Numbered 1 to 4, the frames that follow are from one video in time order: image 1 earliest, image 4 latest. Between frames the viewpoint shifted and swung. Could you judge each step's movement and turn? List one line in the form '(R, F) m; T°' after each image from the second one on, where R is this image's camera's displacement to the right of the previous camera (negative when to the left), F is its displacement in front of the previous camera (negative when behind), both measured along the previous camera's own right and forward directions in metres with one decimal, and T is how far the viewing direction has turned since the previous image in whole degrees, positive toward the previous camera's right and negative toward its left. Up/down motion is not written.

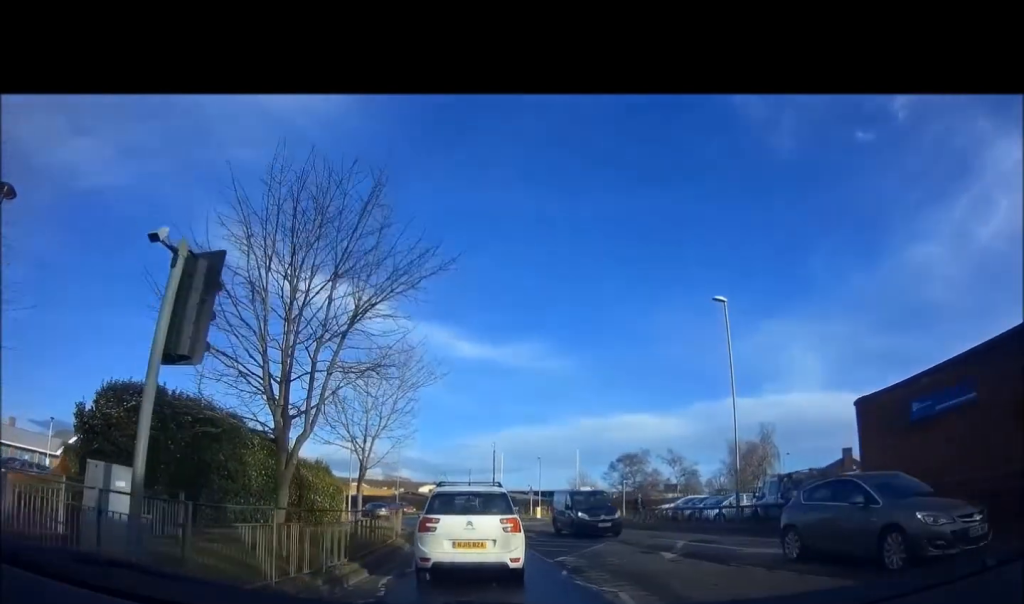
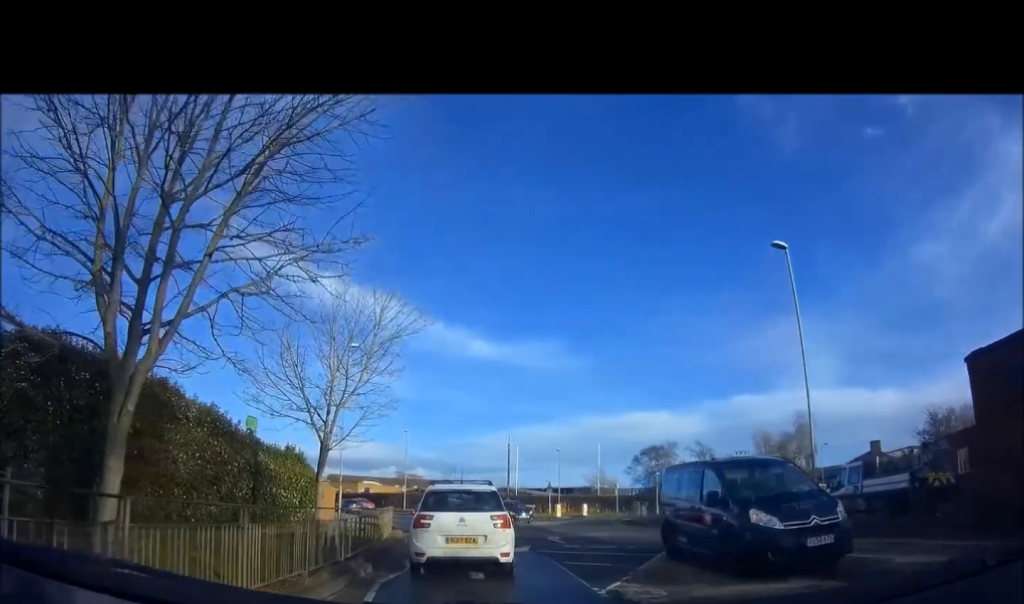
(-0.2, +4.8) m; -4°
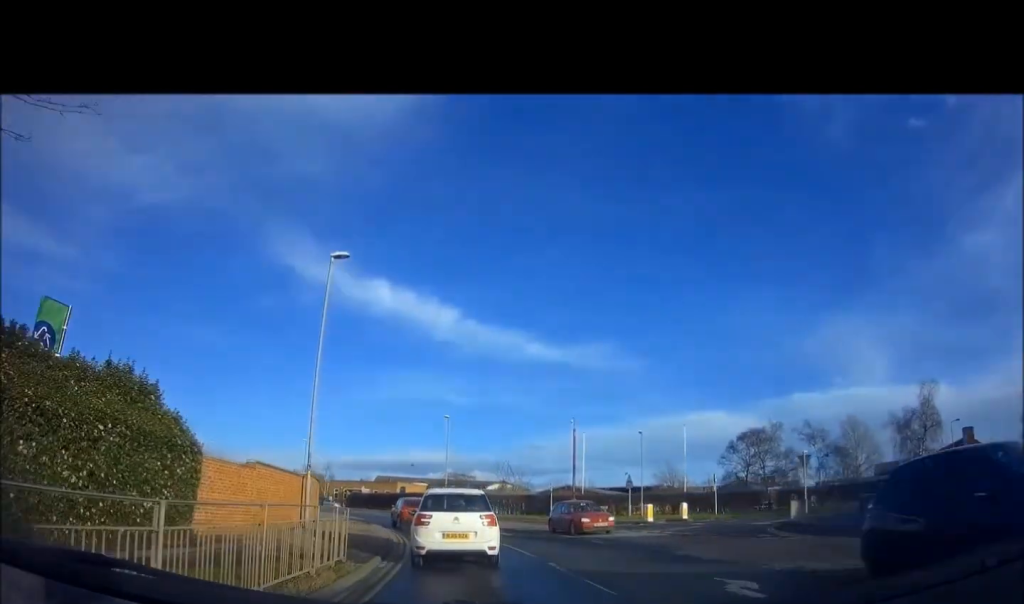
(-0.8, +11.9) m; -7°
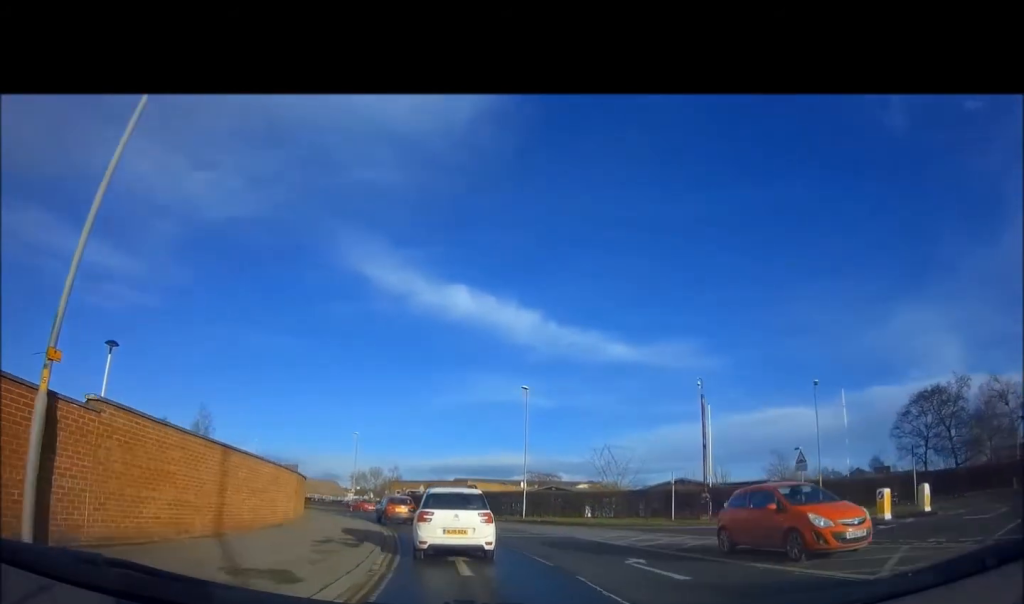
(-0.5, +13.6) m; -7°
